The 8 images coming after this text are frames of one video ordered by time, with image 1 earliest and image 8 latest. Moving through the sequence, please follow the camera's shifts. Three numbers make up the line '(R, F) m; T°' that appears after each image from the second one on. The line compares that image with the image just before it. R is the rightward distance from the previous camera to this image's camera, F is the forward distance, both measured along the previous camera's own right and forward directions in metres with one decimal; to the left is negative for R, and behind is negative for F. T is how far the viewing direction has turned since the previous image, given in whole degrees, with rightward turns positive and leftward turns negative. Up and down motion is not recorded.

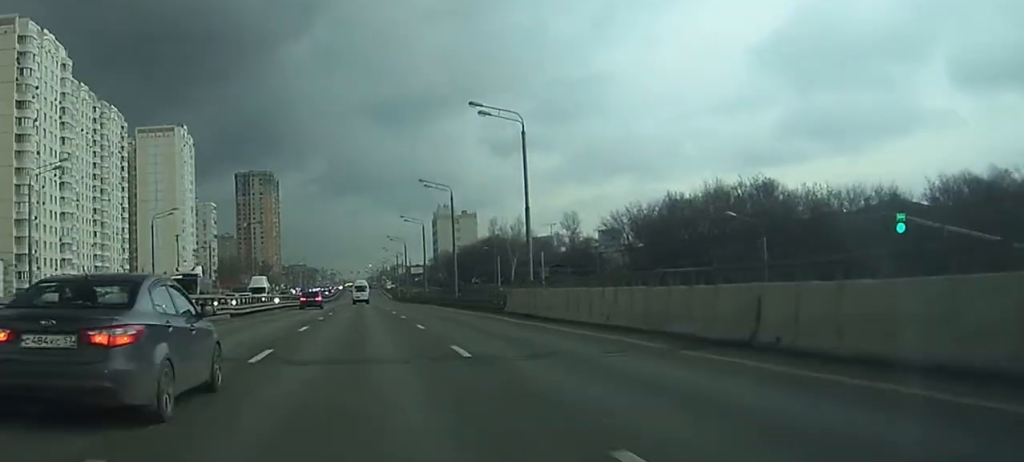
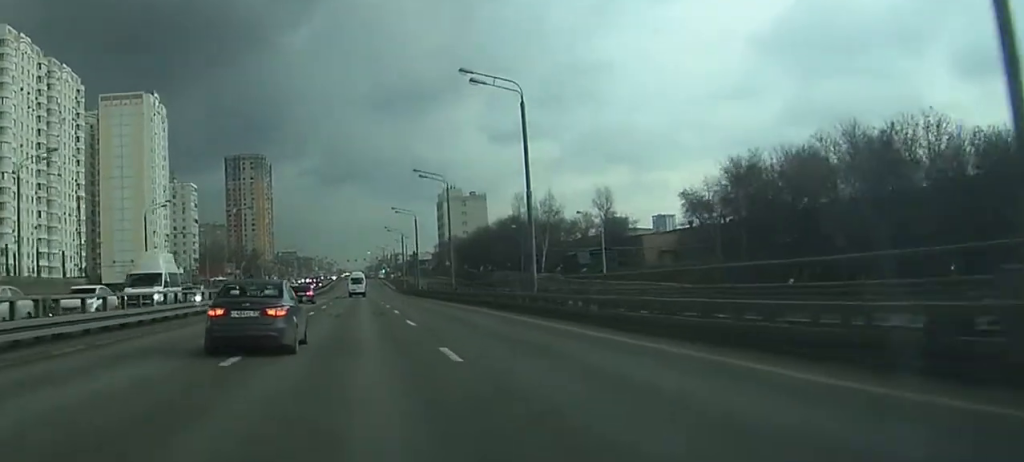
(+0.2, +37.2) m; 0°
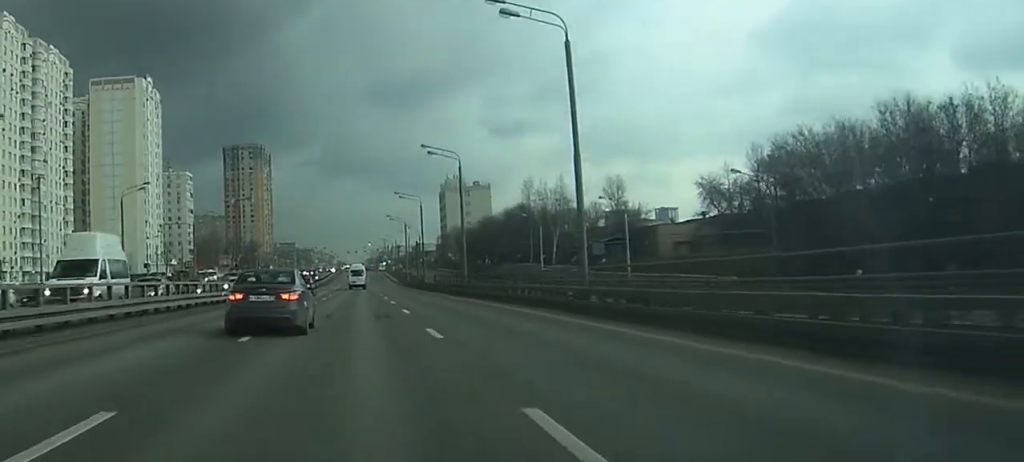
(0.0, +9.4) m; 0°
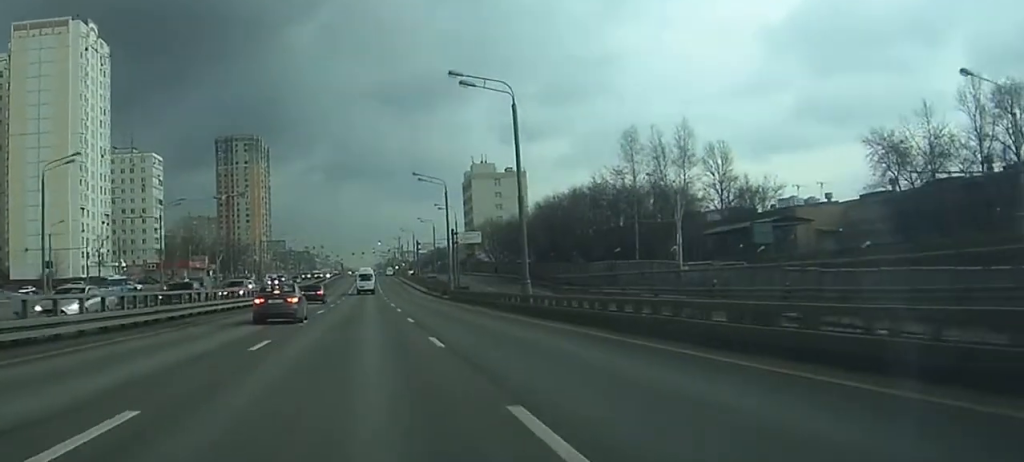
(+0.7, +60.0) m; +1°
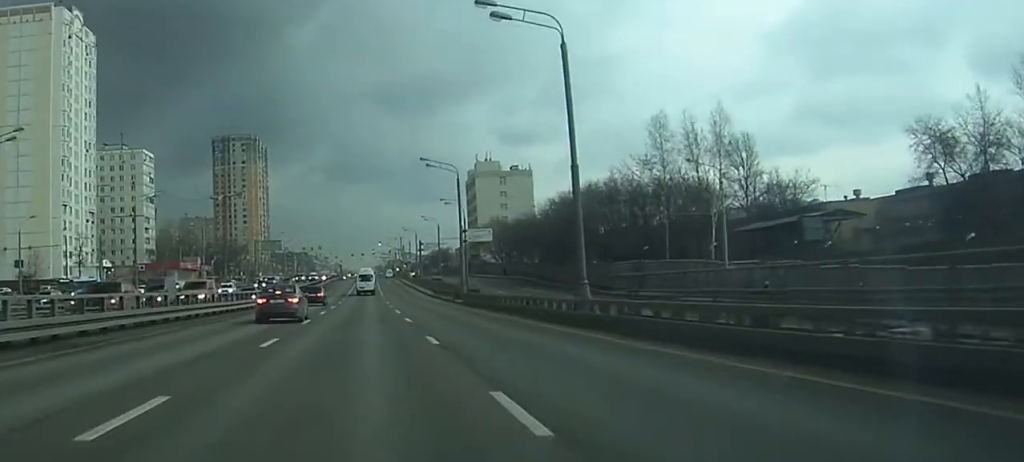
(-0.1, +10.7) m; 0°
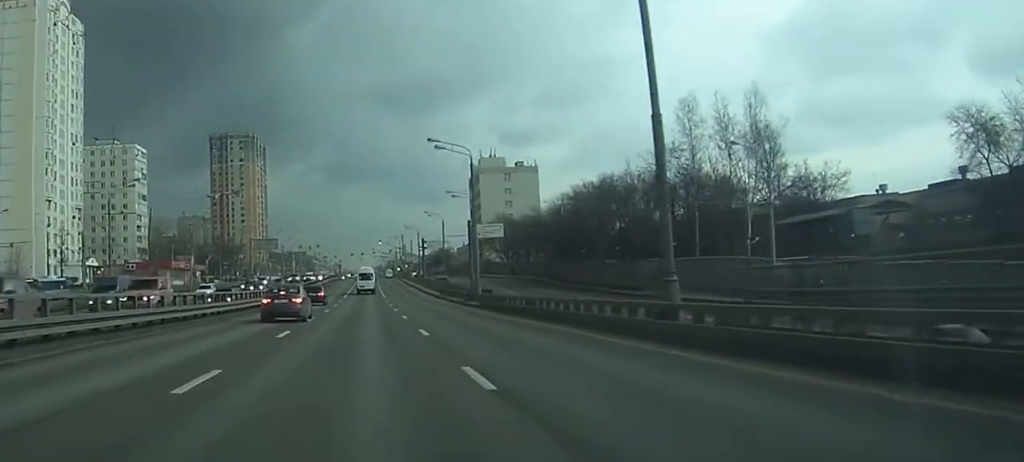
(0.0, +8.7) m; 0°
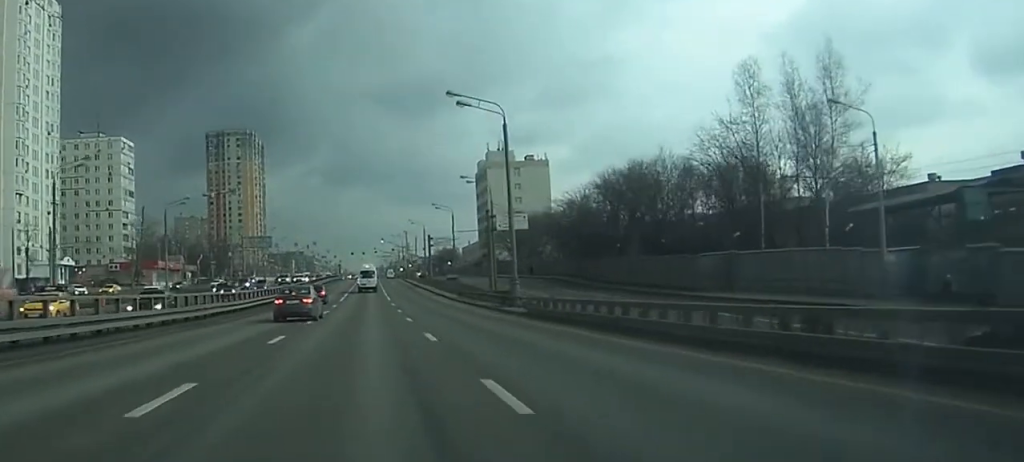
(-0.1, +14.1) m; 0°
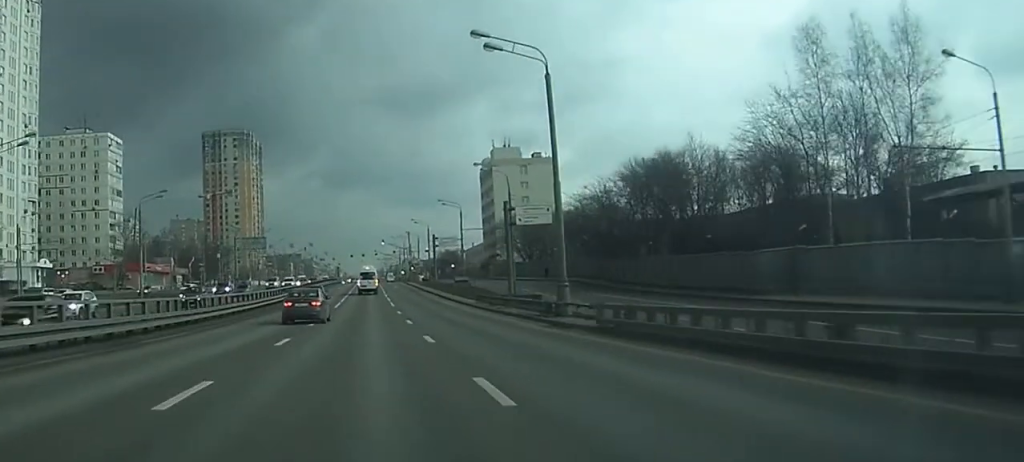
(0.0, +10.8) m; 0°
